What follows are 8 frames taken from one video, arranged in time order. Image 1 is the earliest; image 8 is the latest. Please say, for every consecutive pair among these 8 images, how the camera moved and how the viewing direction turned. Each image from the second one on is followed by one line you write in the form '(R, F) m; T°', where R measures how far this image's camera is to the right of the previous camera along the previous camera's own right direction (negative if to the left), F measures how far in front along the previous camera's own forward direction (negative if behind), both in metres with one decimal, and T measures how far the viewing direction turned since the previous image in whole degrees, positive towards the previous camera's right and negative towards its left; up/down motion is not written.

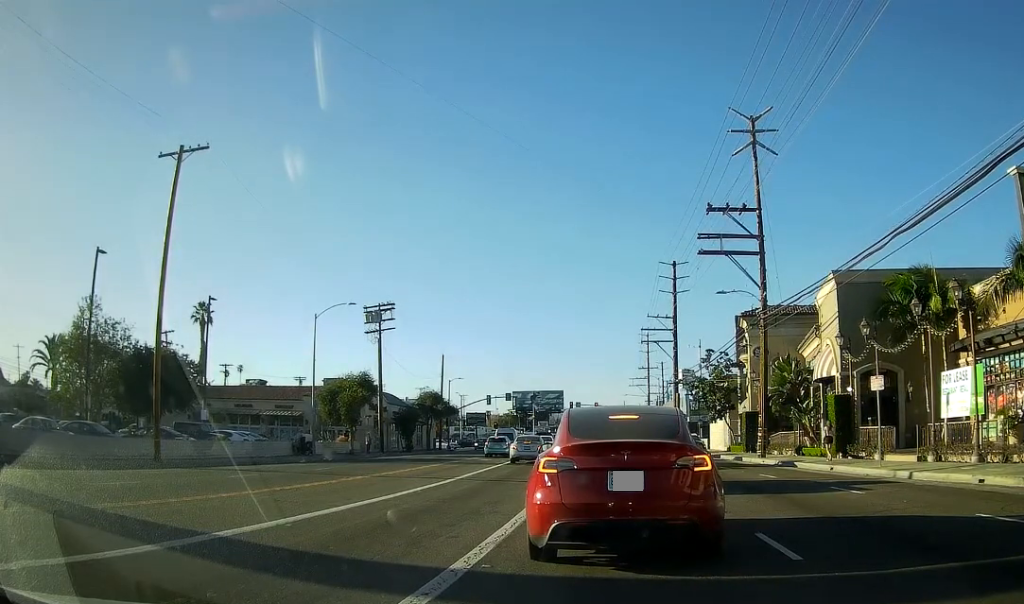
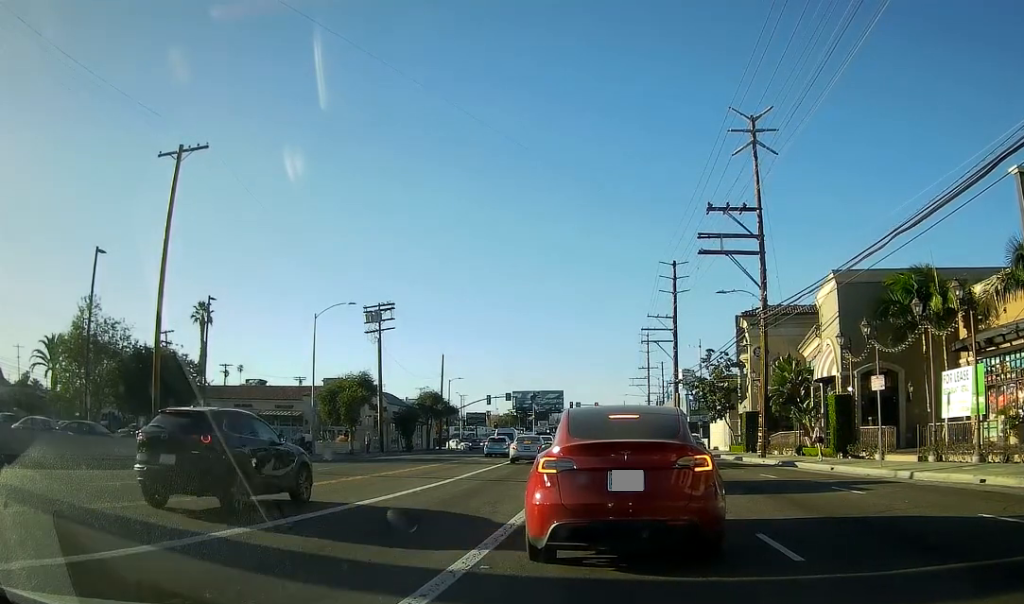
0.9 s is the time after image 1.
(0.0, 0.0) m; 0°
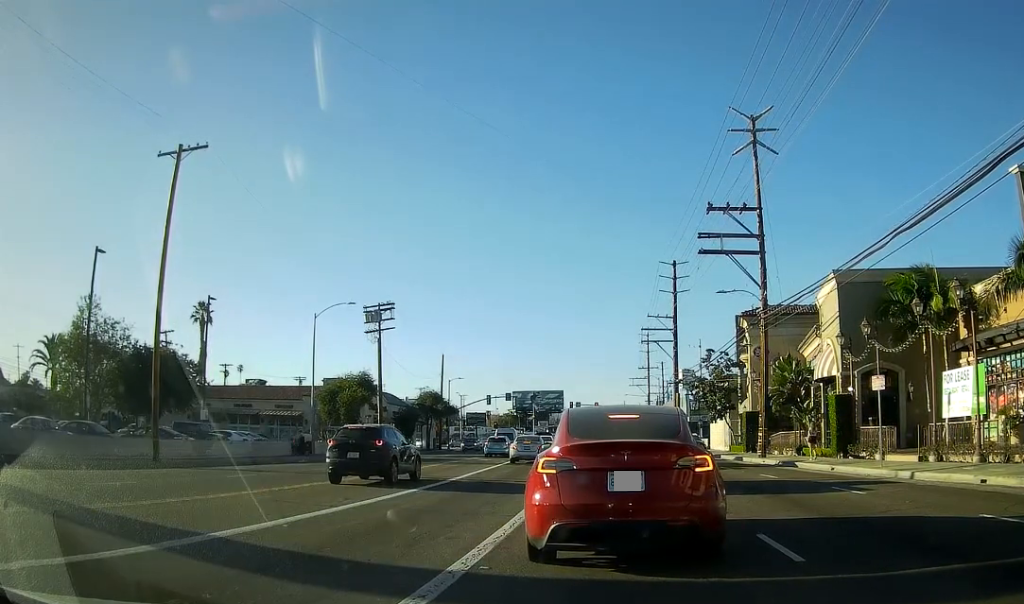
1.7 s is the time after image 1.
(0.0, 0.0) m; 0°
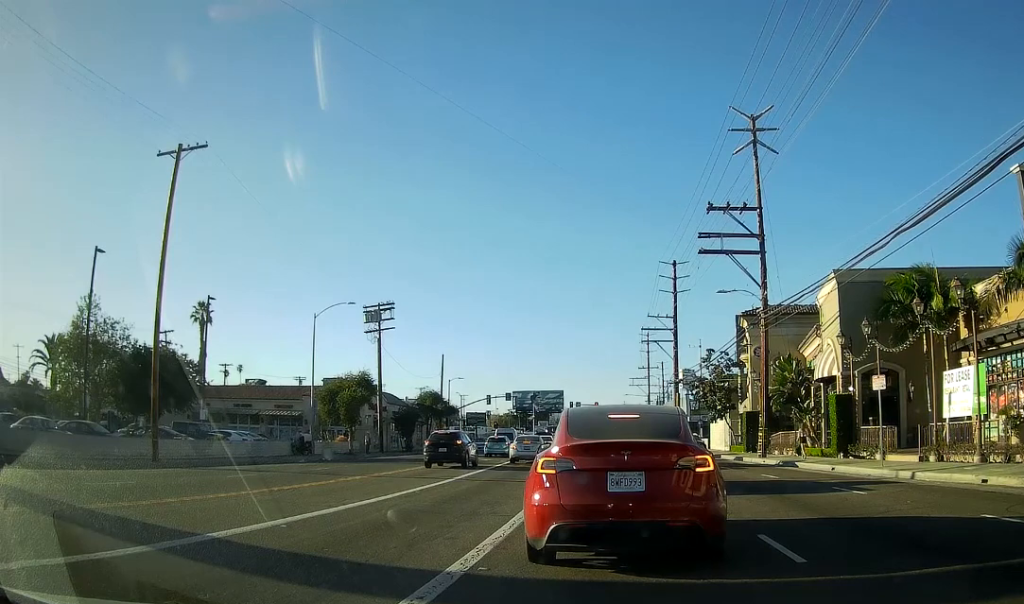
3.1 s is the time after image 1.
(0.0, 0.0) m; 0°
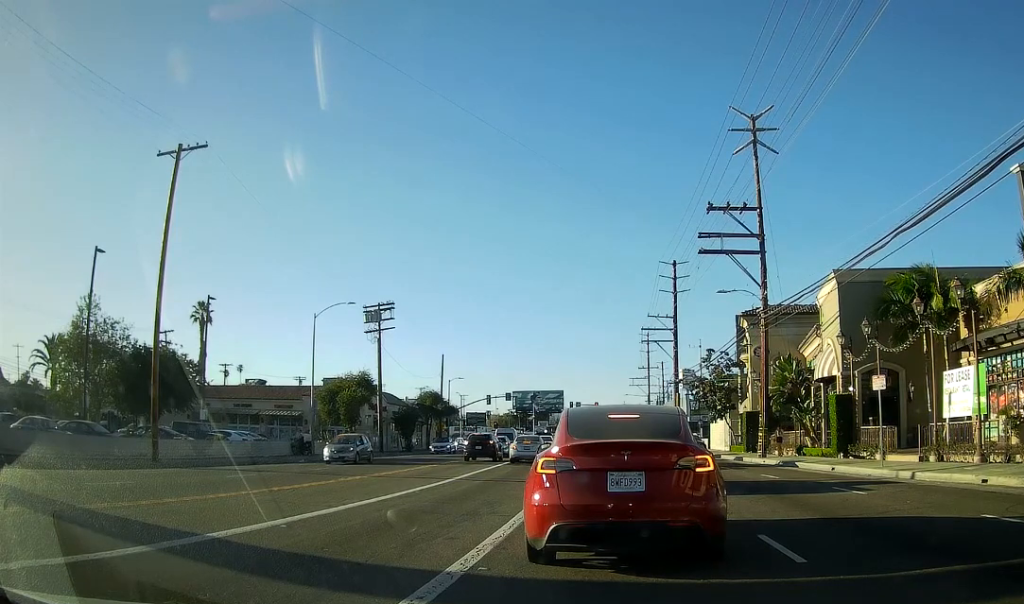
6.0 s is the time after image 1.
(0.0, 0.0) m; 0°
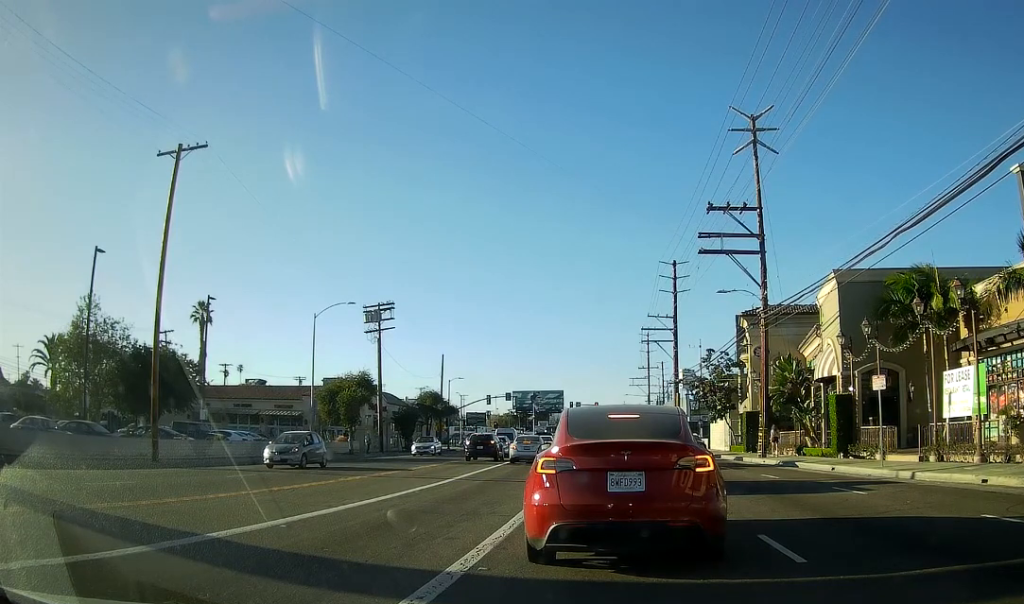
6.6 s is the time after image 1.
(0.0, 0.0) m; 0°
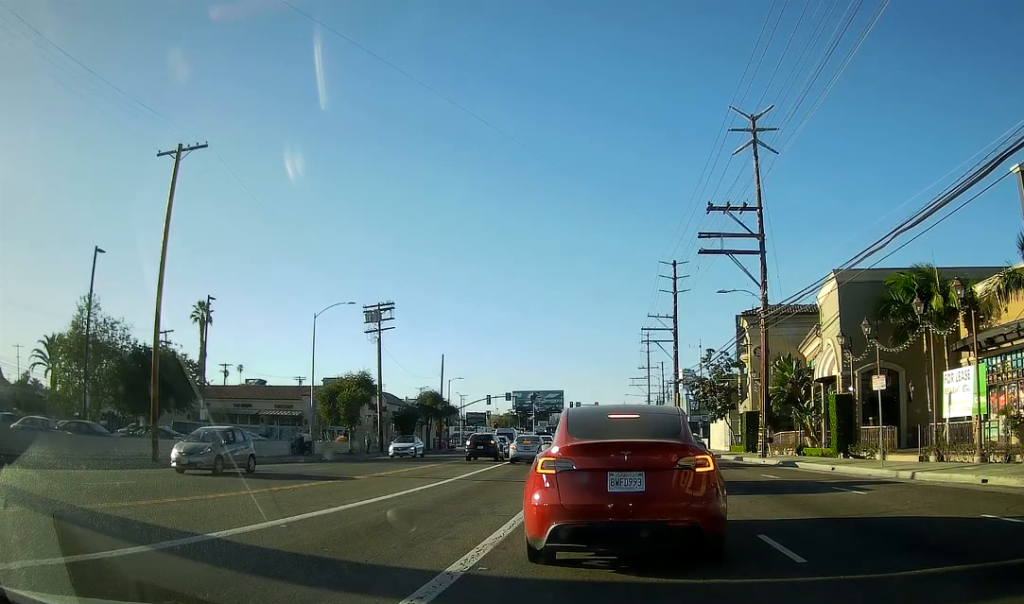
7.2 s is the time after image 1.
(0.0, 0.0) m; 0°
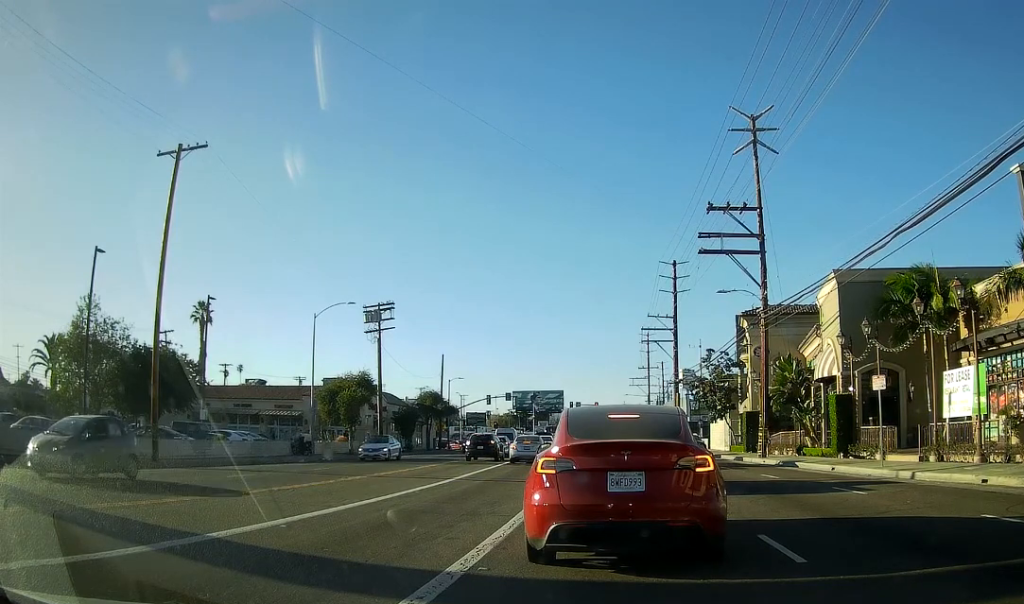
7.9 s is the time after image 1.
(0.0, 0.0) m; 0°
